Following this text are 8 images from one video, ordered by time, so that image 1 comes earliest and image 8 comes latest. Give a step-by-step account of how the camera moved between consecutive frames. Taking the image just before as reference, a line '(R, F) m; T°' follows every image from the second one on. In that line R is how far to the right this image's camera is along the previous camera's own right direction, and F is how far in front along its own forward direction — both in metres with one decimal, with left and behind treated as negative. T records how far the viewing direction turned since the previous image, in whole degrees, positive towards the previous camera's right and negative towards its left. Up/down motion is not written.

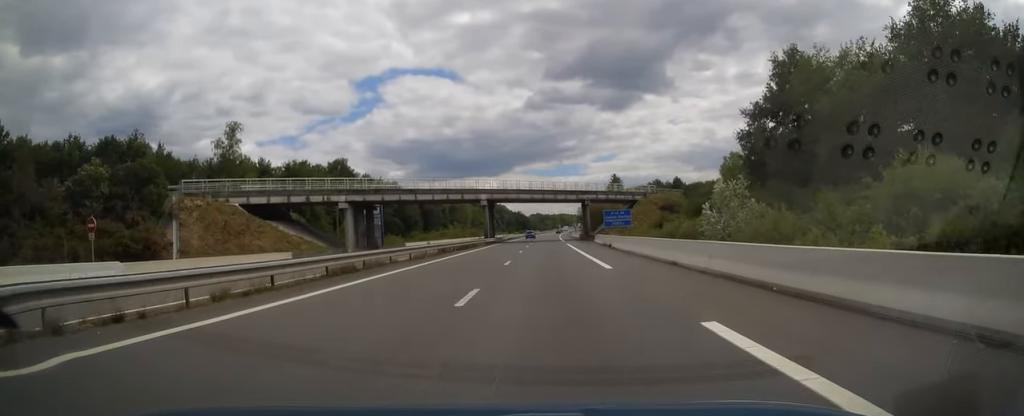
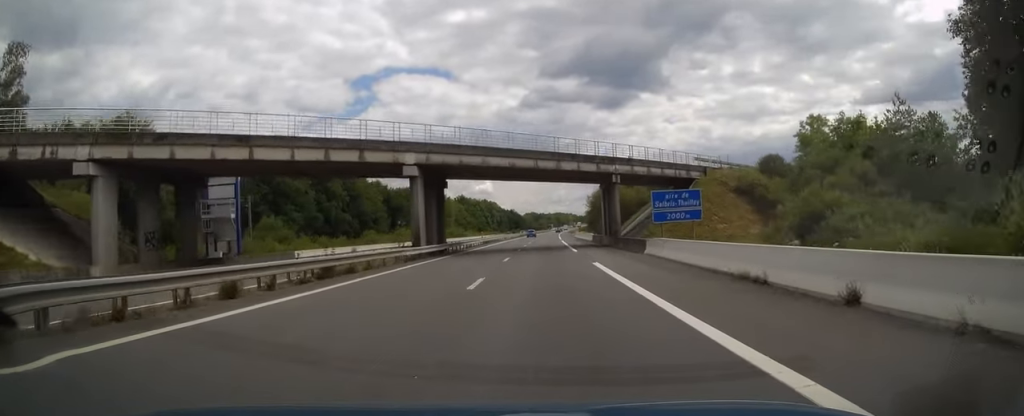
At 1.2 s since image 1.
(+0.2, +35.9) m; +1°
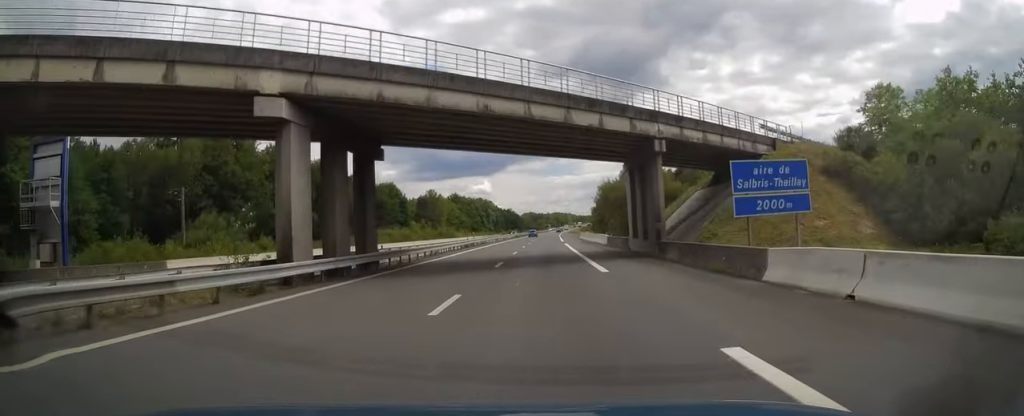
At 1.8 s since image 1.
(0.0, +17.2) m; 0°
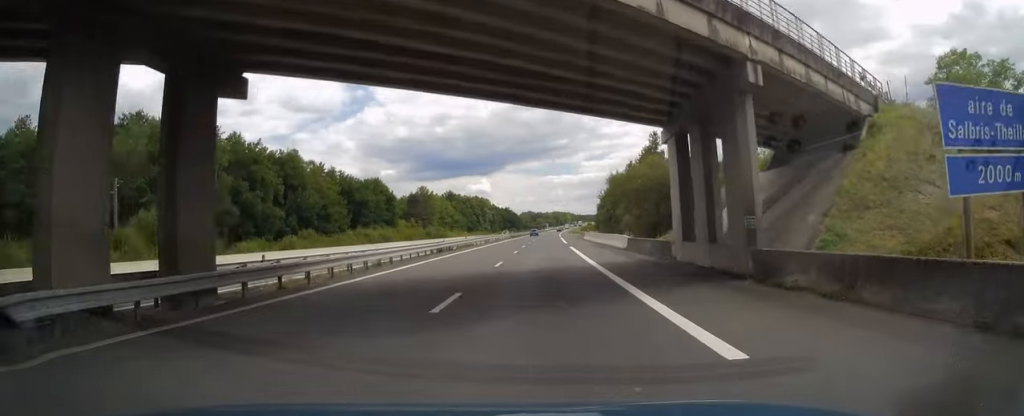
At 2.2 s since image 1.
(0.0, +12.8) m; 0°
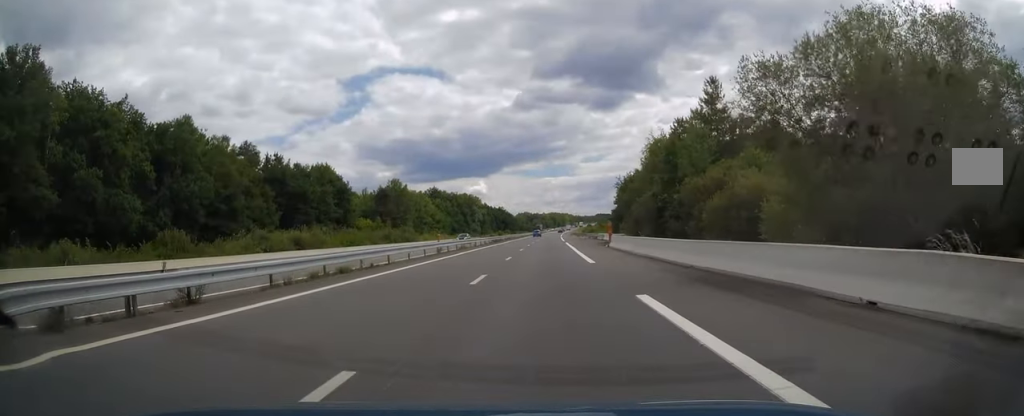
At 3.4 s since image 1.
(+0.1, +33.5) m; 0°
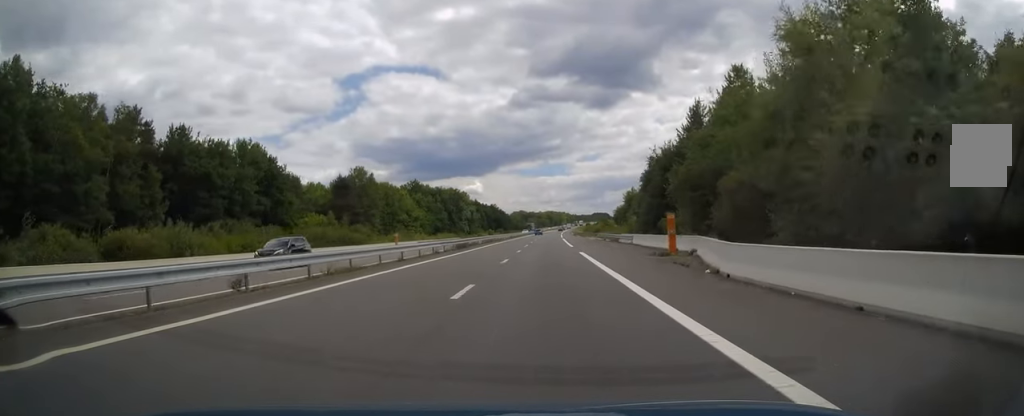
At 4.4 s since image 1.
(+0.1, +29.5) m; 0°
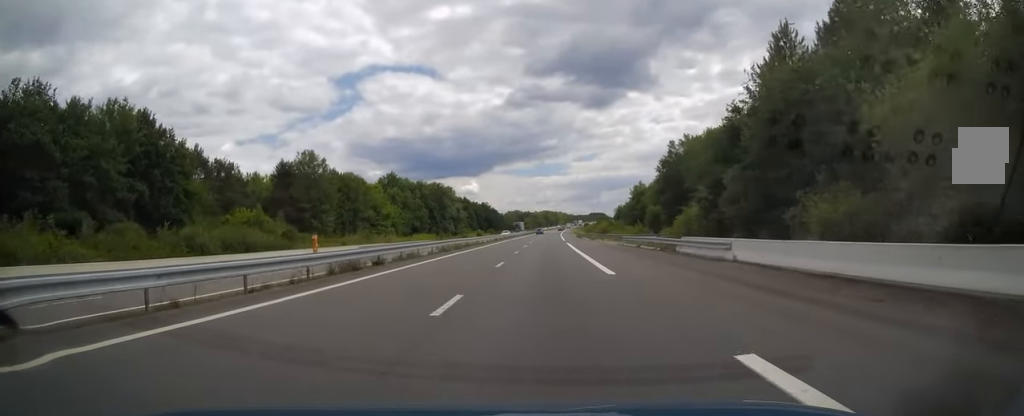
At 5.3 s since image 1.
(+0.1, +28.0) m; 0°
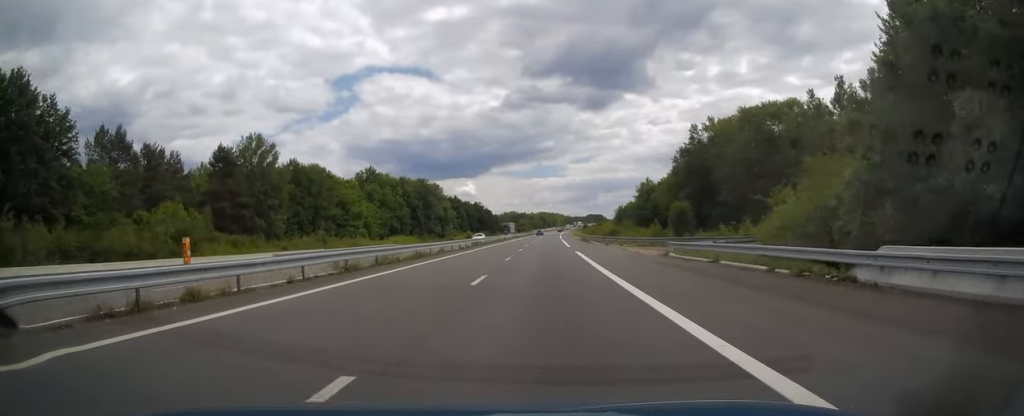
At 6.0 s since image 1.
(0.0, +20.1) m; 0°
